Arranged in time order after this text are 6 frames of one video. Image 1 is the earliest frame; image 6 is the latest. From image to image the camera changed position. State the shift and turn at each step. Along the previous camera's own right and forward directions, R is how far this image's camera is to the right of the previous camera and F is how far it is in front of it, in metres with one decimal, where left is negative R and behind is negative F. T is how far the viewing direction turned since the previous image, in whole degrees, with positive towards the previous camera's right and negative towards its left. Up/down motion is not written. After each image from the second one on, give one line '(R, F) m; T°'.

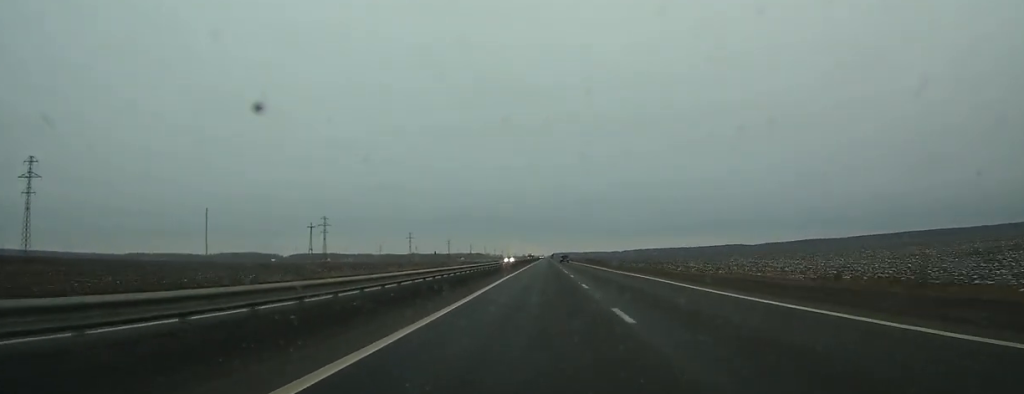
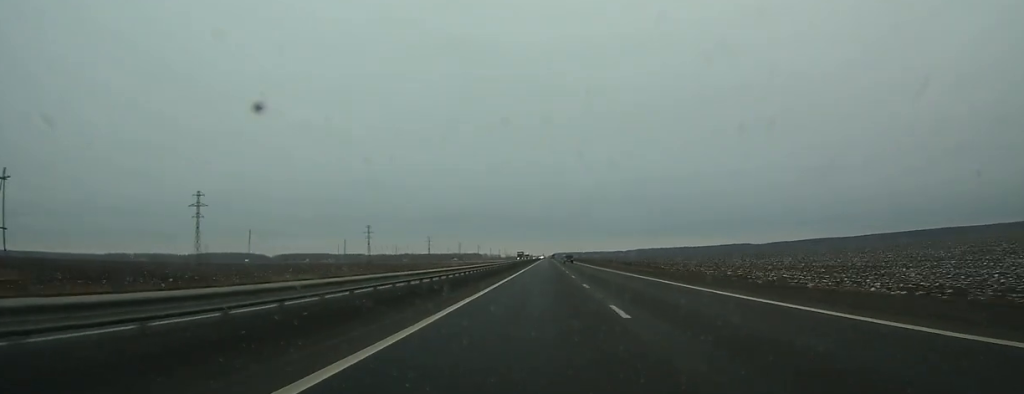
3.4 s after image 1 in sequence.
(+0.1, +101.6) m; 0°
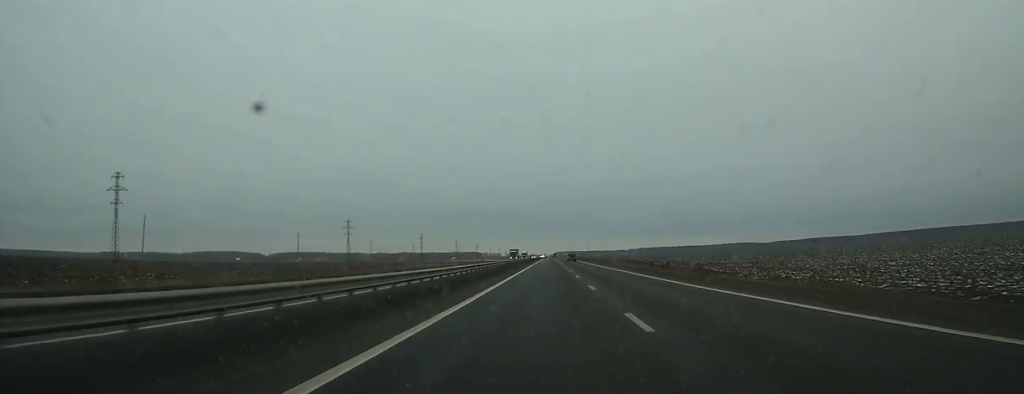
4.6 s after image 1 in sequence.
(0.0, +38.3) m; 0°
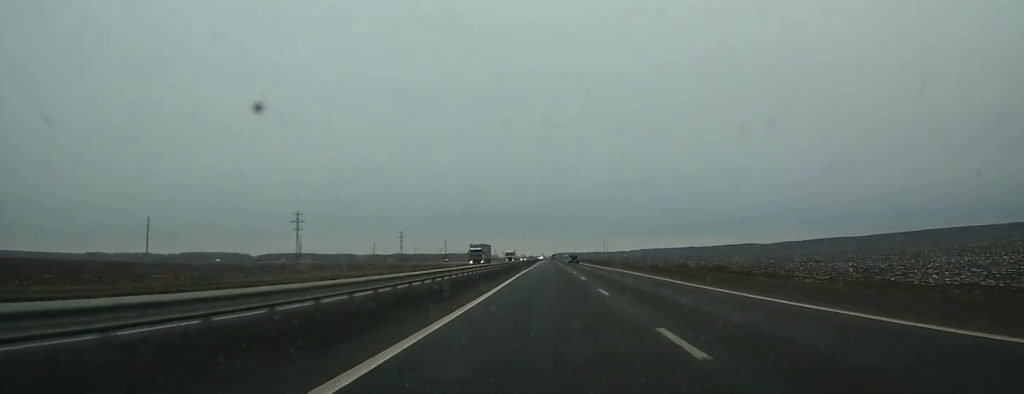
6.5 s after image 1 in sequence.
(-0.1, +65.9) m; 0°
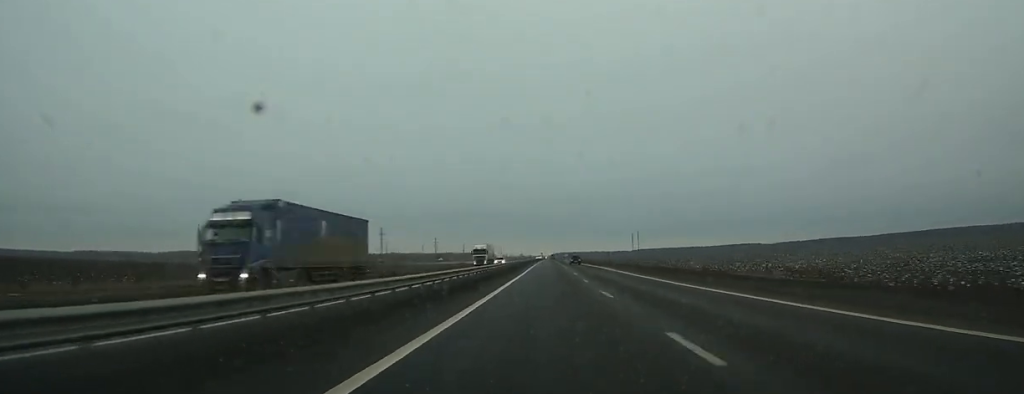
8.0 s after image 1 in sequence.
(0.0, +50.9) m; 0°
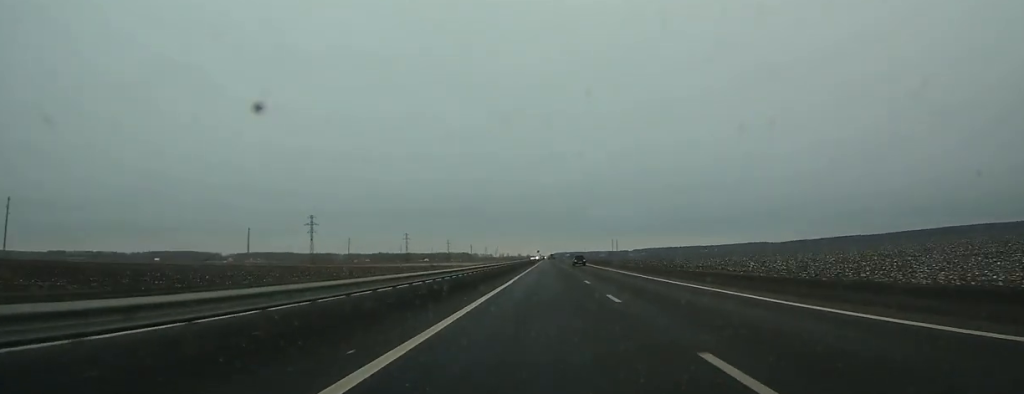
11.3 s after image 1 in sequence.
(+0.5, +113.3) m; 0°
